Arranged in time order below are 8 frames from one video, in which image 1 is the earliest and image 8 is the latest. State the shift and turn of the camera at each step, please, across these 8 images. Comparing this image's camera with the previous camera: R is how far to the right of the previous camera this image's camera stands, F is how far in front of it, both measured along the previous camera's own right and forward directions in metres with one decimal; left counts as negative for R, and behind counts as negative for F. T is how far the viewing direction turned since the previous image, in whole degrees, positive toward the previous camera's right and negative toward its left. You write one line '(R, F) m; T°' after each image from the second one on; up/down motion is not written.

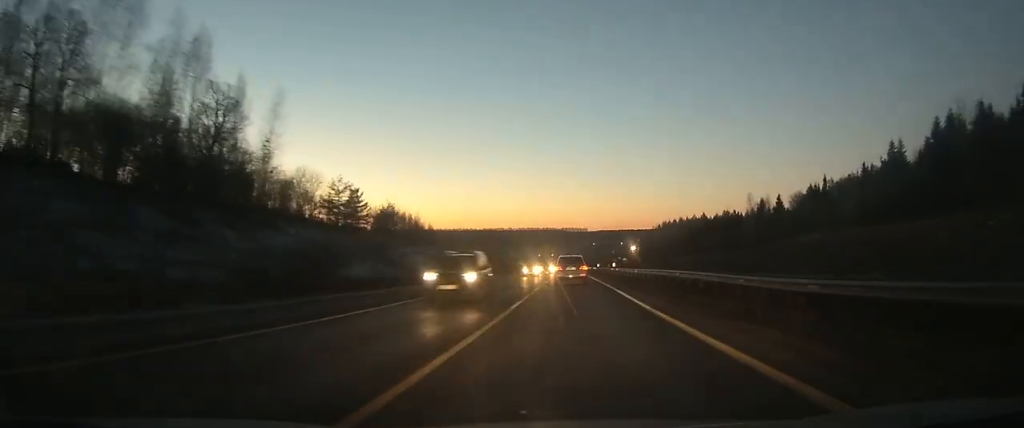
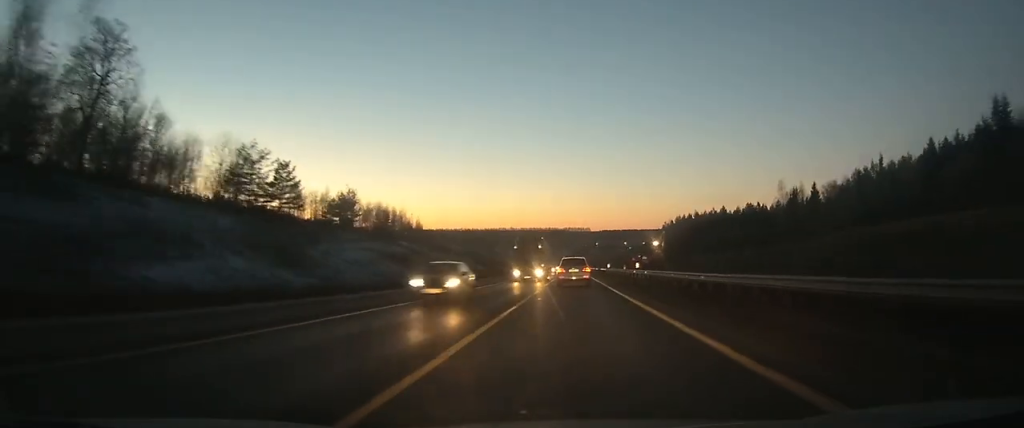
(+0.2, +25.7) m; 0°
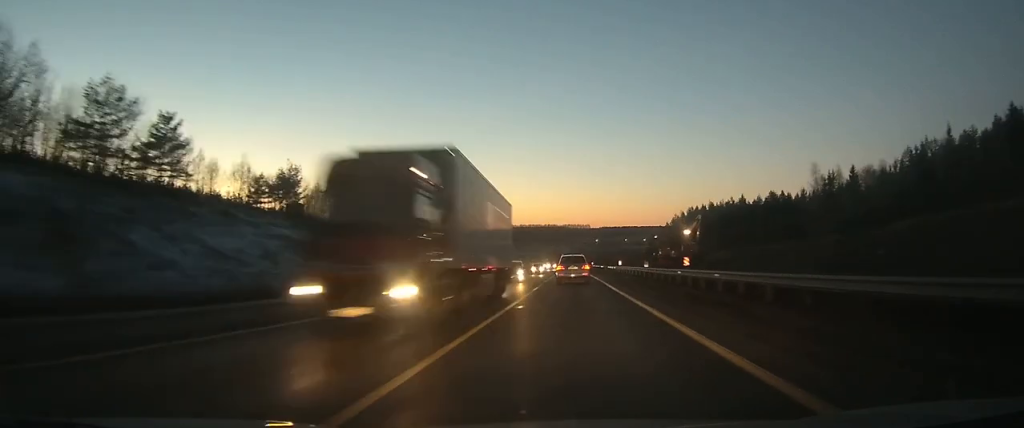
(-0.1, +23.1) m; 0°
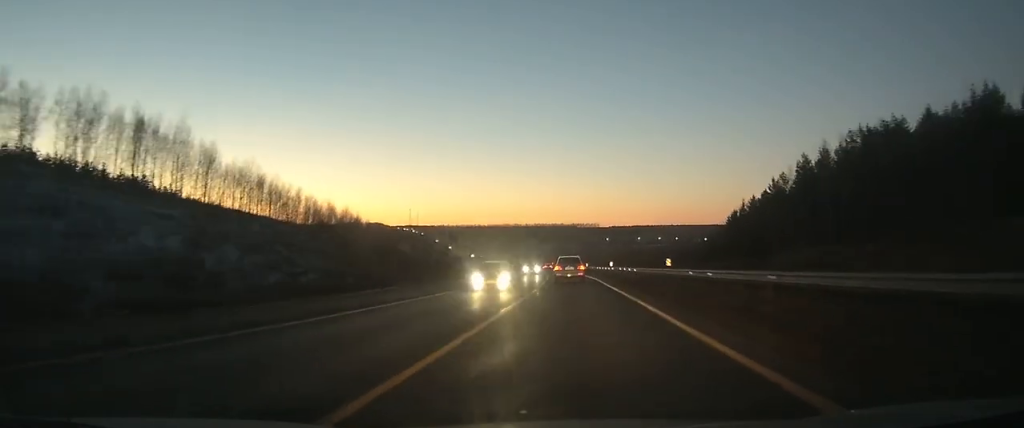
(0.0, +108.6) m; -1°
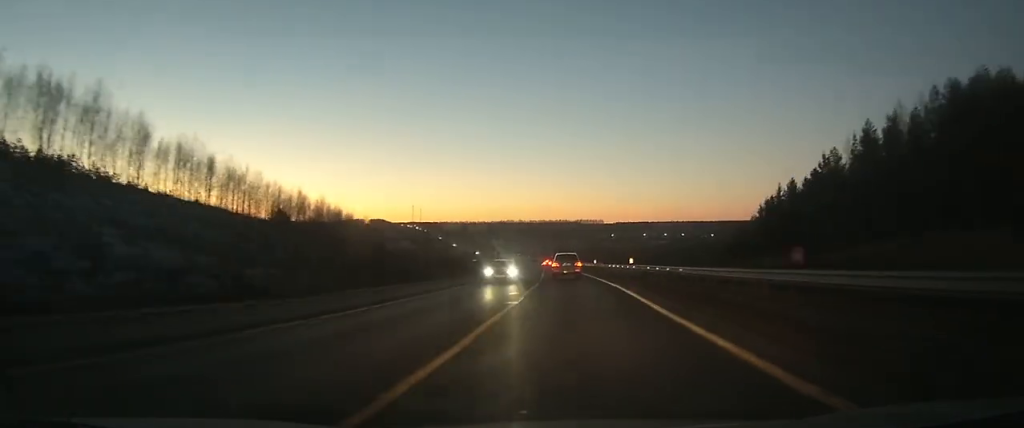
(-0.2, +20.0) m; -1°
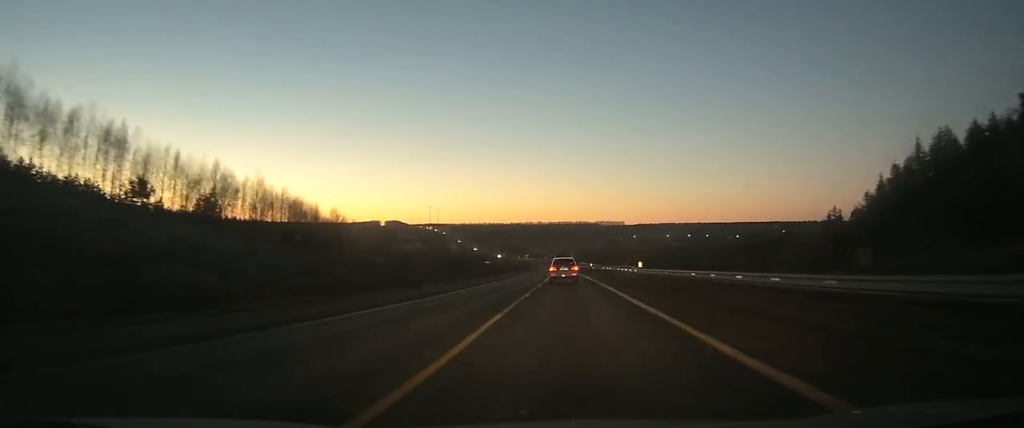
(-0.4, +39.7) m; -1°
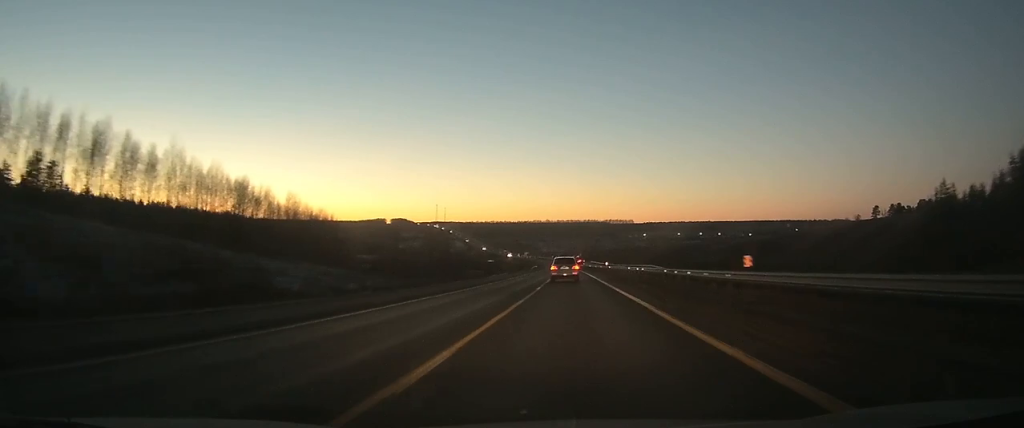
(-0.2, +27.9) m; -1°
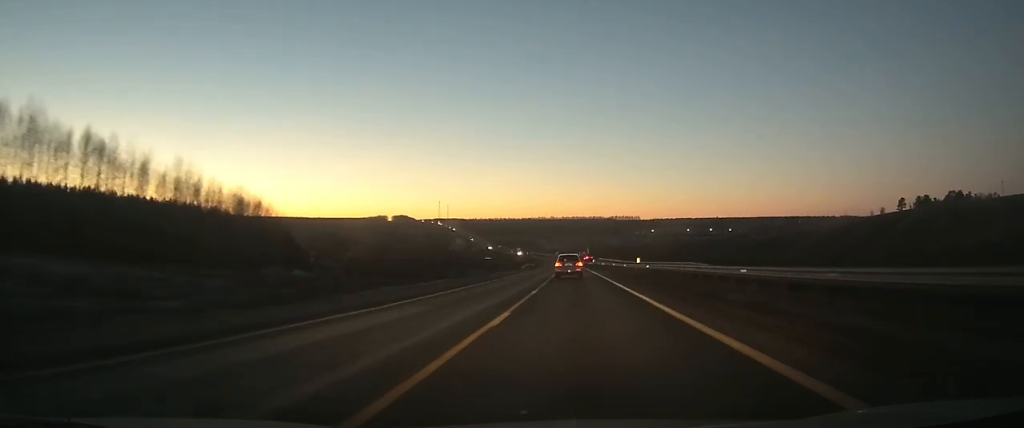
(-0.4, +40.3) m; -1°
